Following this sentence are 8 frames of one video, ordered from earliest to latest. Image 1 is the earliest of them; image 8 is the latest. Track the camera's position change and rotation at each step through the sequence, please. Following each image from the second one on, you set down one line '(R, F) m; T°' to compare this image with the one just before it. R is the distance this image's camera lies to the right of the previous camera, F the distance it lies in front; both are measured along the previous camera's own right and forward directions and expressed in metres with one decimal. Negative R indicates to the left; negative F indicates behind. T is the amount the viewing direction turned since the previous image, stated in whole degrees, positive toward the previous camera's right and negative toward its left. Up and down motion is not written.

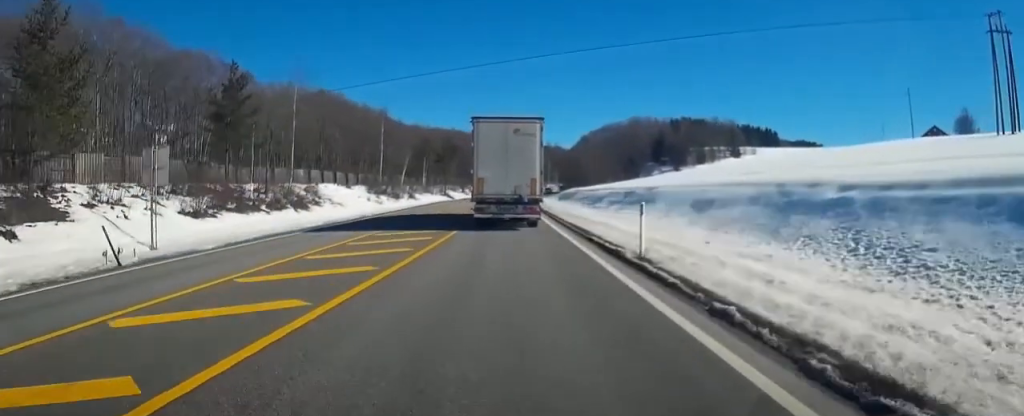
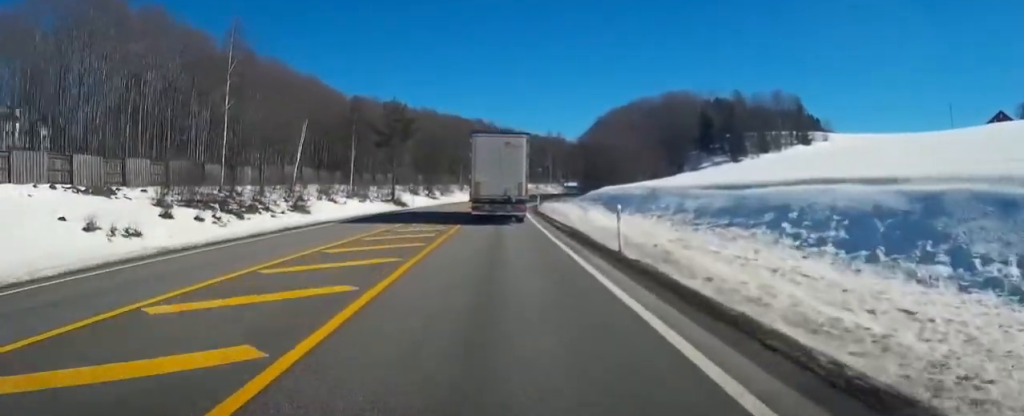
(-1.1, +48.9) m; 0°
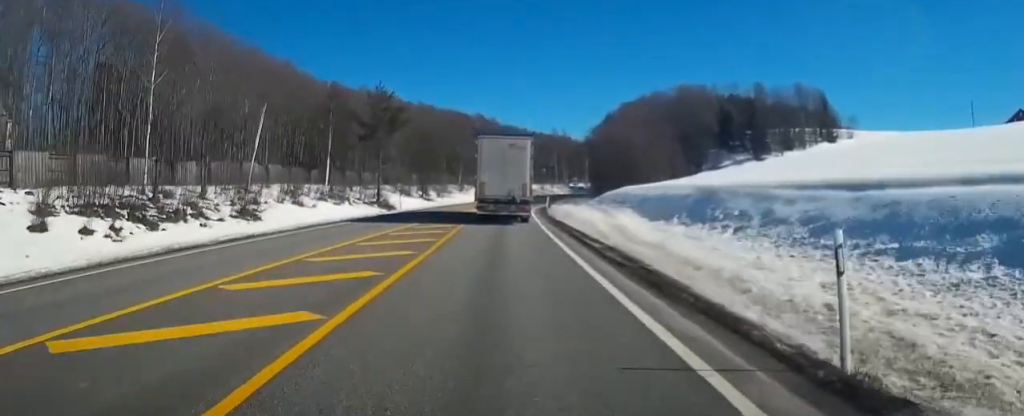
(+0.2, +10.1) m; 0°
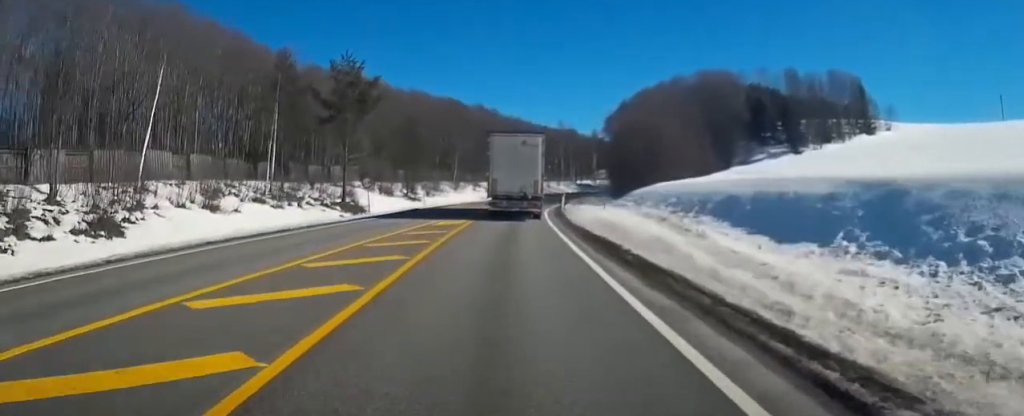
(-0.4, +14.1) m; 0°
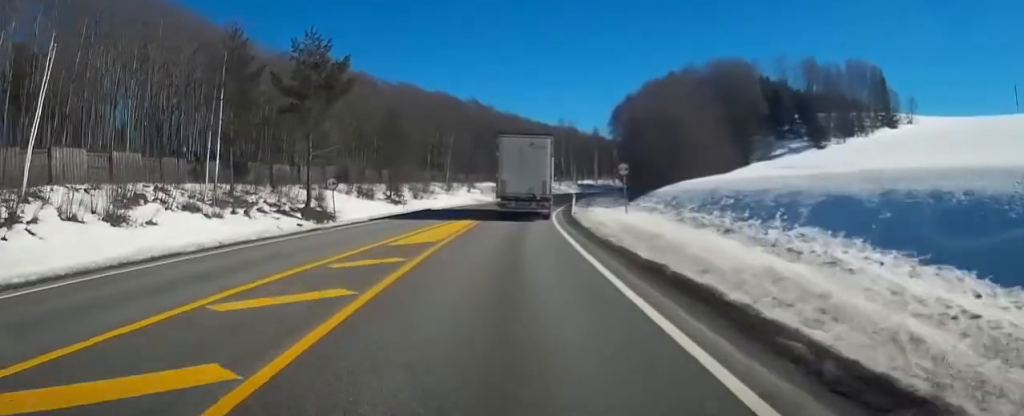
(+0.2, +8.4) m; 0°
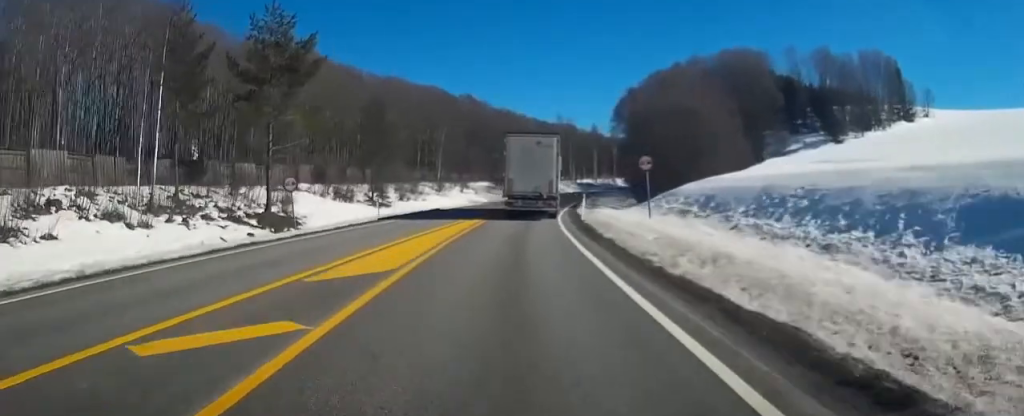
(+0.1, +6.4) m; 0°
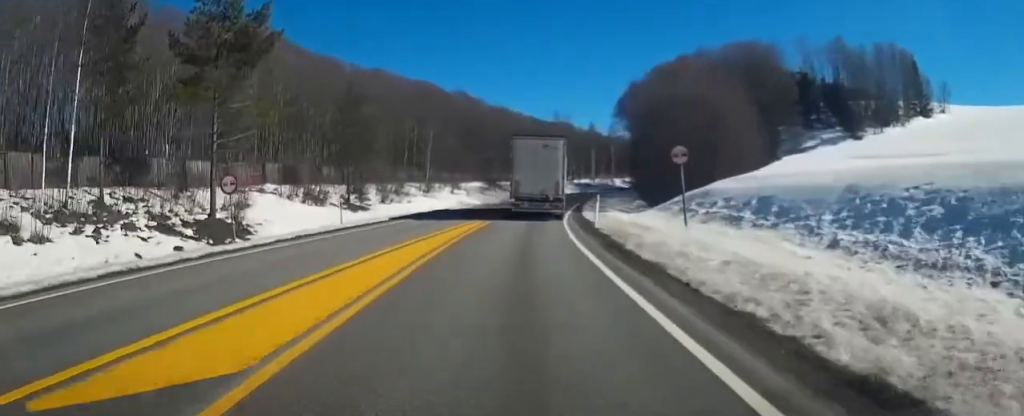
(-0.2, +6.3) m; 0°
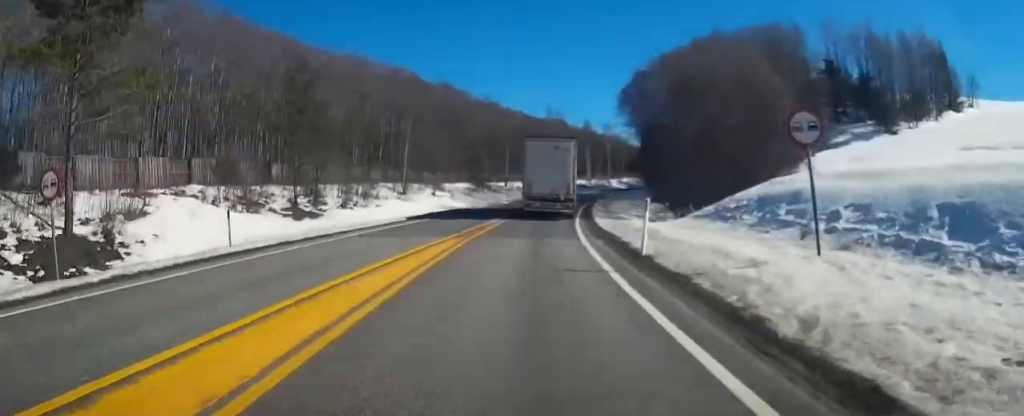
(-0.1, +10.1) m; +1°
